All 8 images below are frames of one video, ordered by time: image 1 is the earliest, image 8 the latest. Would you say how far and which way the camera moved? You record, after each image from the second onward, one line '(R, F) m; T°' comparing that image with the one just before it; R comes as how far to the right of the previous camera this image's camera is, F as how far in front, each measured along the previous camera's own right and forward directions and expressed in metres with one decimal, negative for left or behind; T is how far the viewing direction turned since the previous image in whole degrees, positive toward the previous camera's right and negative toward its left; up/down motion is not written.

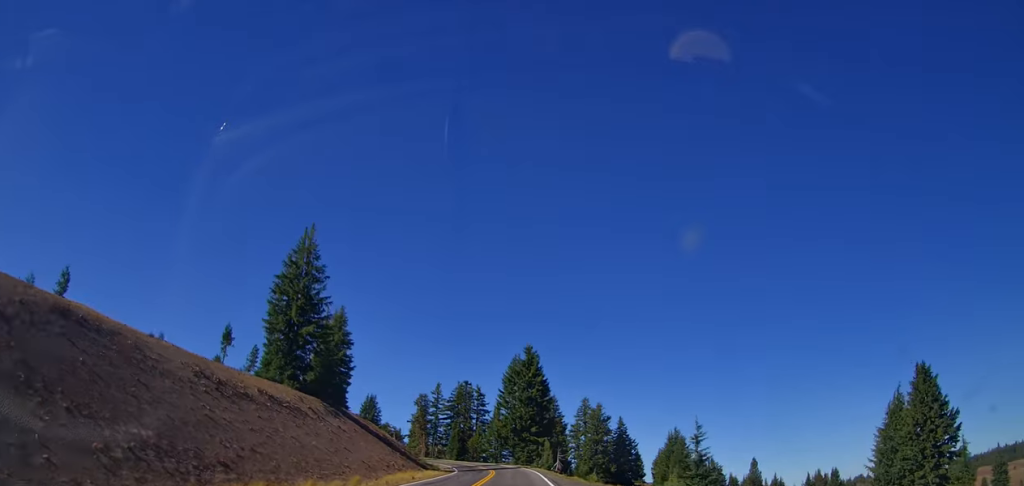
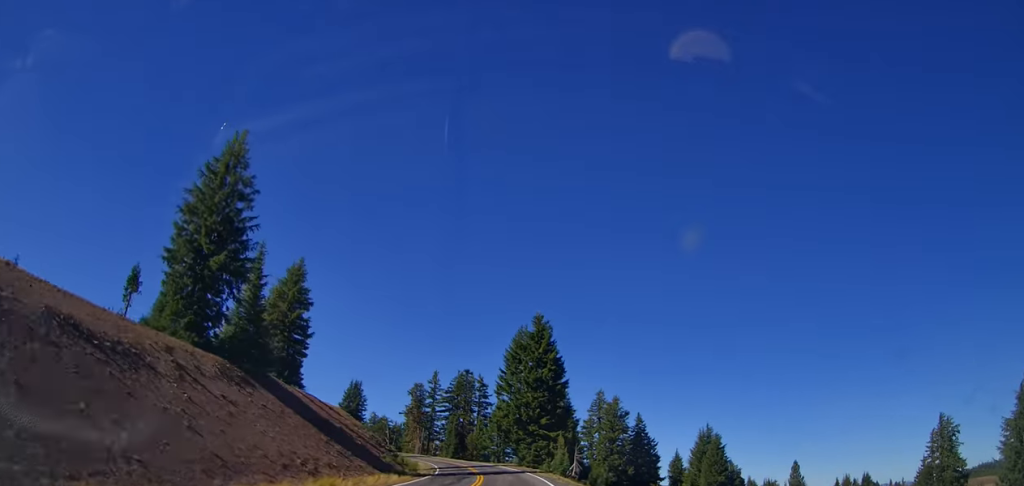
(0.0, +19.2) m; 0°
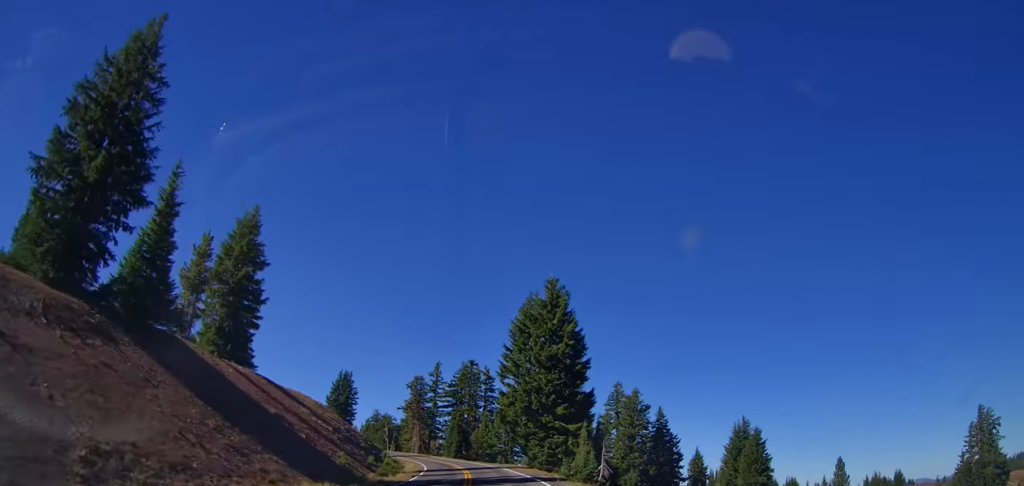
(0.0, +14.1) m; 0°
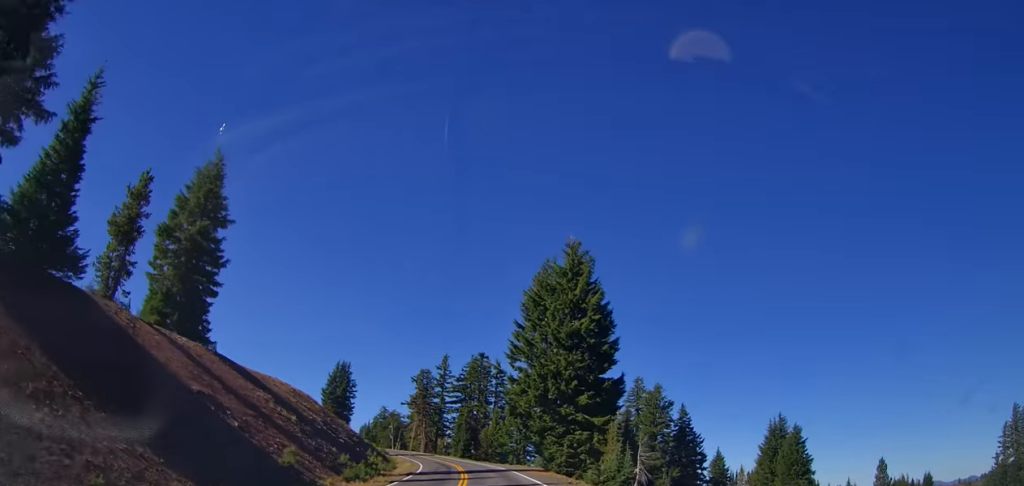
(0.0, +9.6) m; 0°
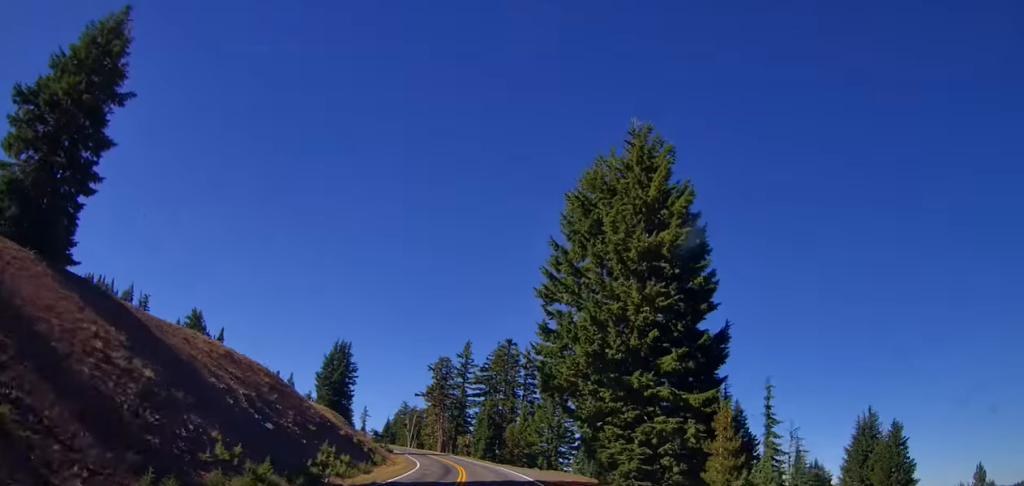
(0.0, +17.4) m; +2°
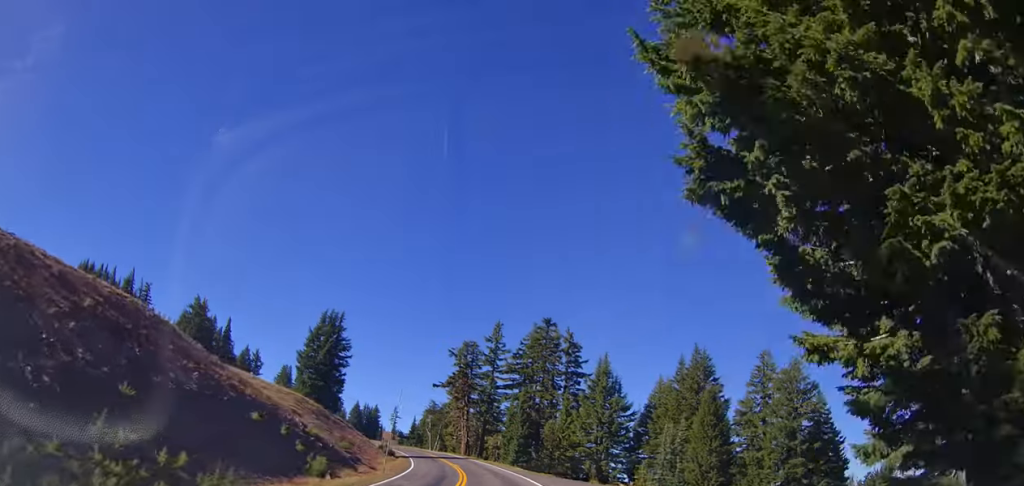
(+0.6, +21.0) m; +2°
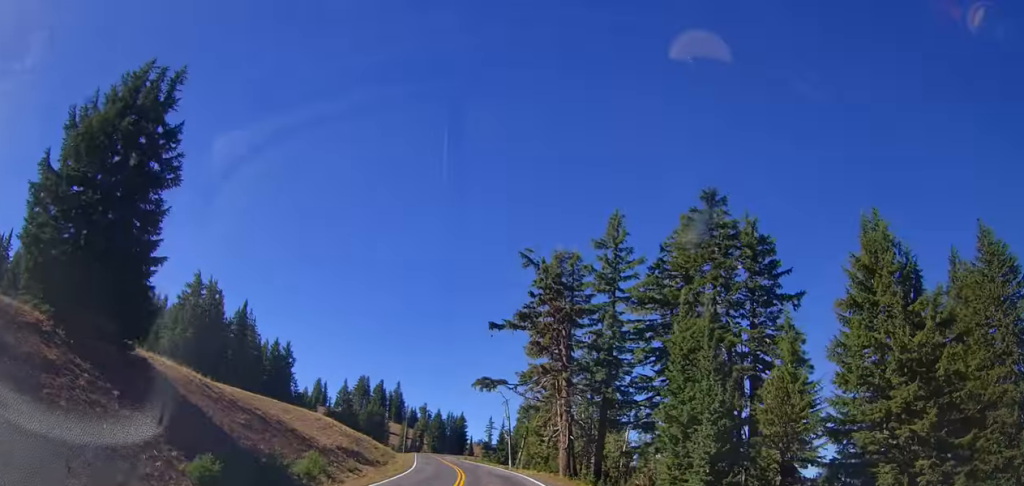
(-2.6, +50.6) m; -11°
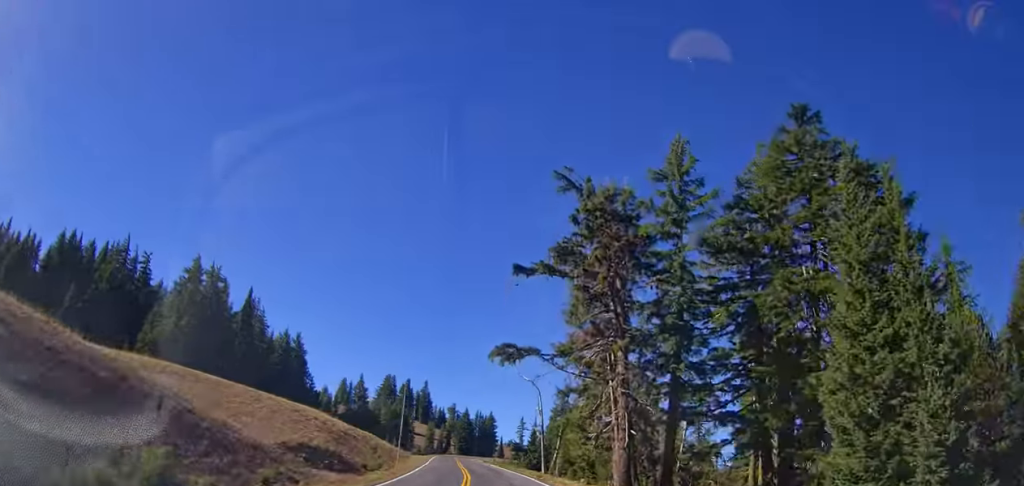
(-0.6, +14.0) m; -5°
